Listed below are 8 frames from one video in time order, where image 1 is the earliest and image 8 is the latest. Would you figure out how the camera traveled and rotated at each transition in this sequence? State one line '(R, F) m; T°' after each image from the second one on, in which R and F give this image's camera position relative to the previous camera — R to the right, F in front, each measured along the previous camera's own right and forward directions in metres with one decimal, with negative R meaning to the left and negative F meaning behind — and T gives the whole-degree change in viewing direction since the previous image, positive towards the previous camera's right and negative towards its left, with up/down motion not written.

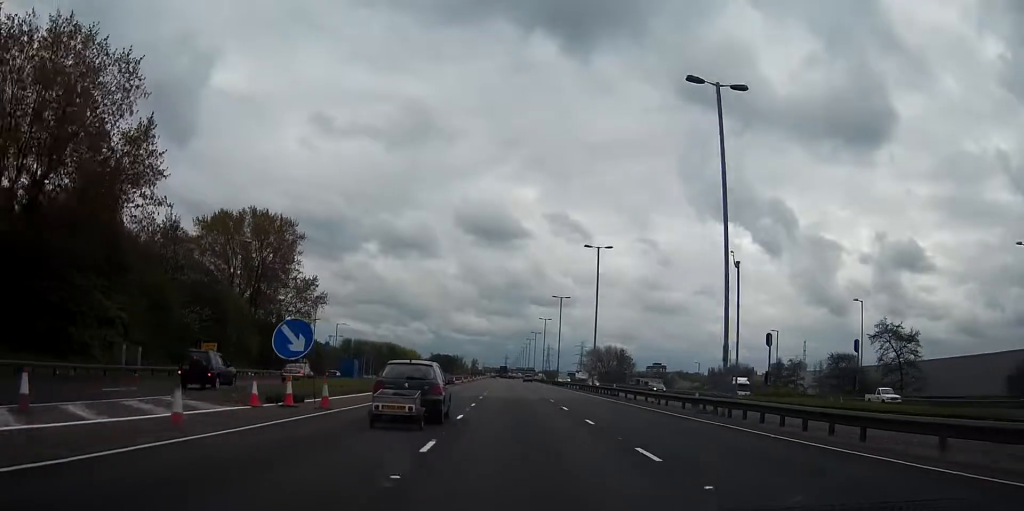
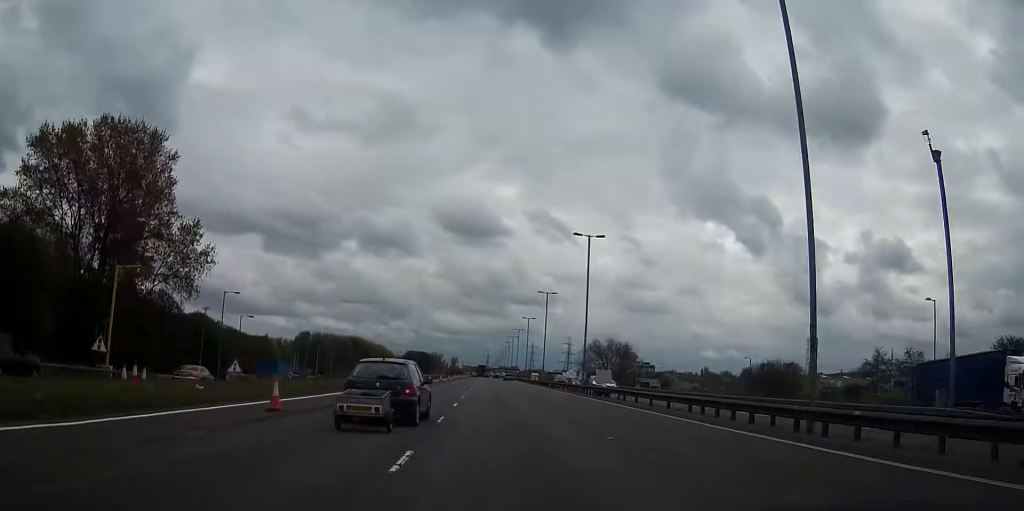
(0.0, +45.1) m; +1°
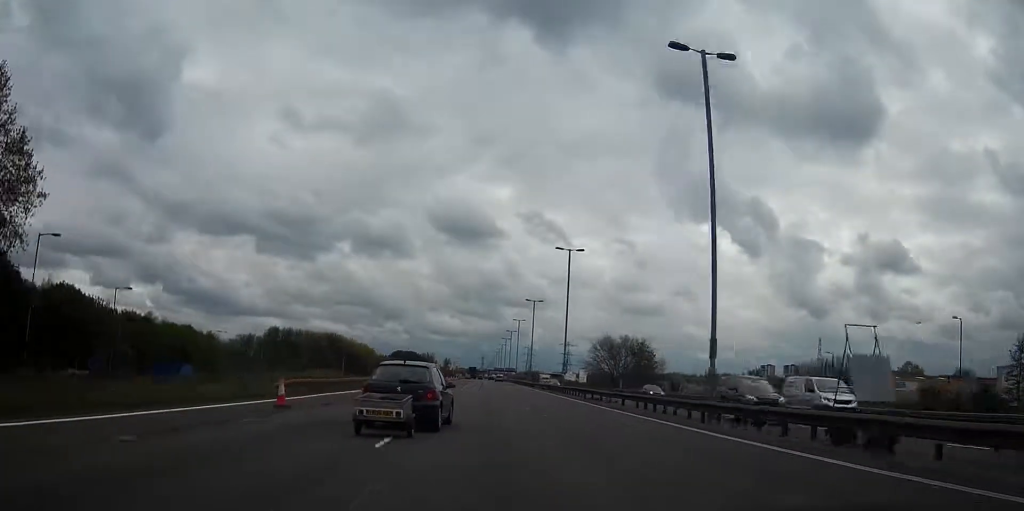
(+0.4, +34.5) m; 0°
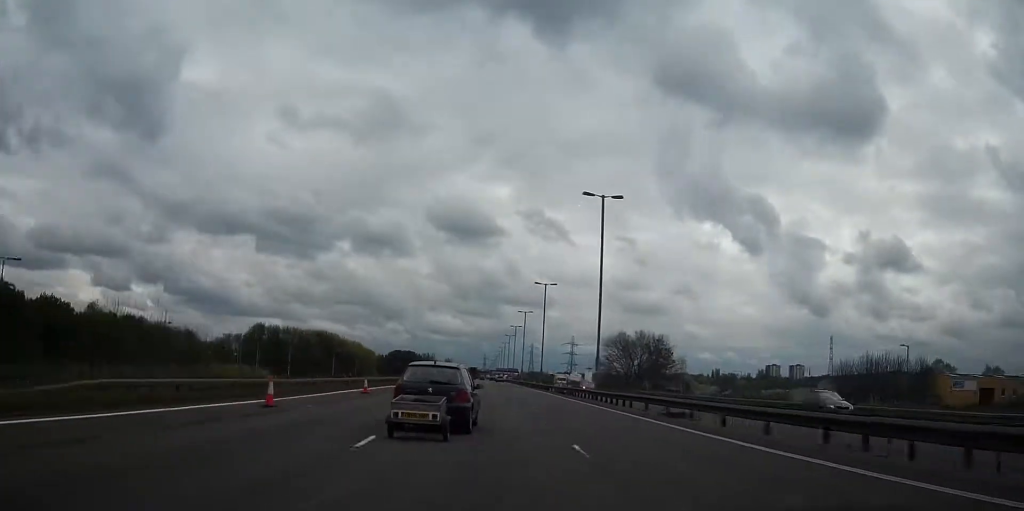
(-0.2, +18.9) m; 0°
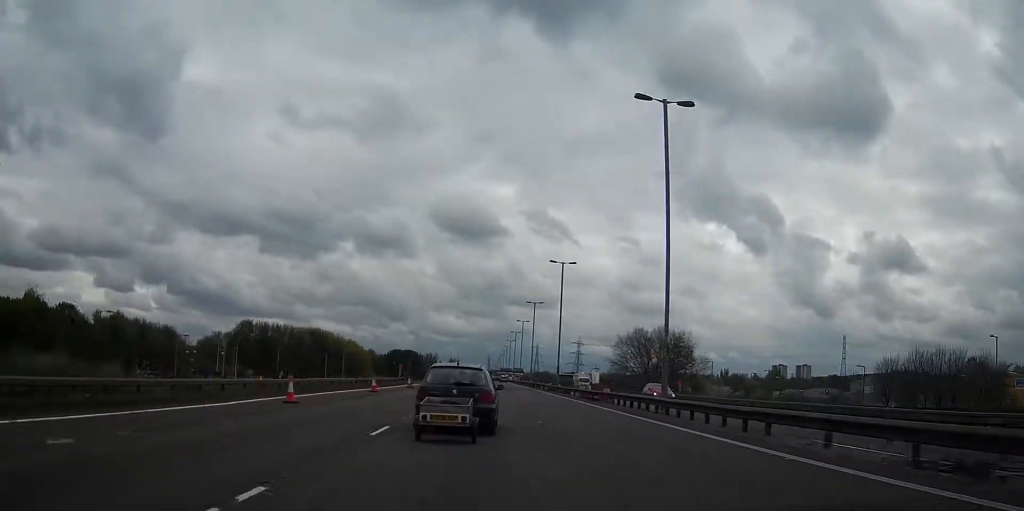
(0.0, +16.3) m; 0°
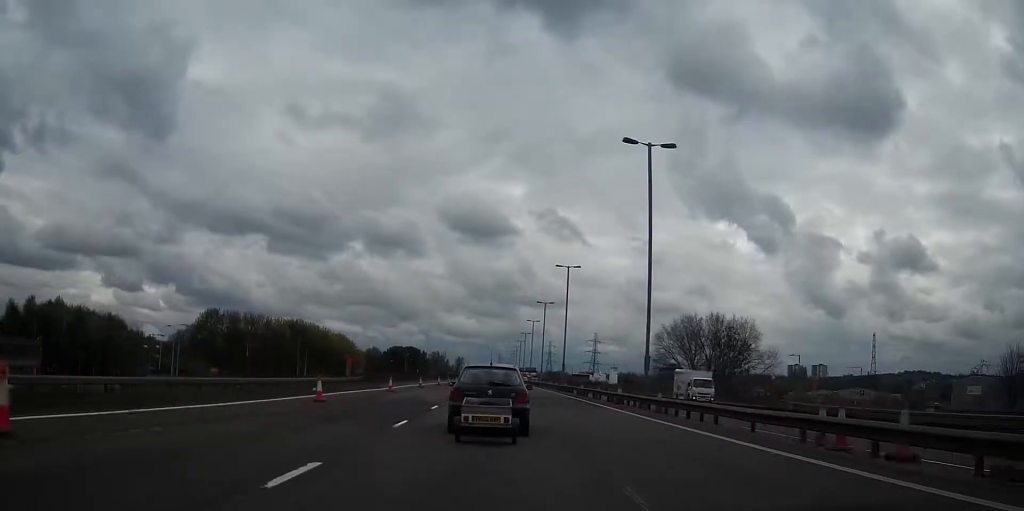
(0.0, +35.3) m; 0°
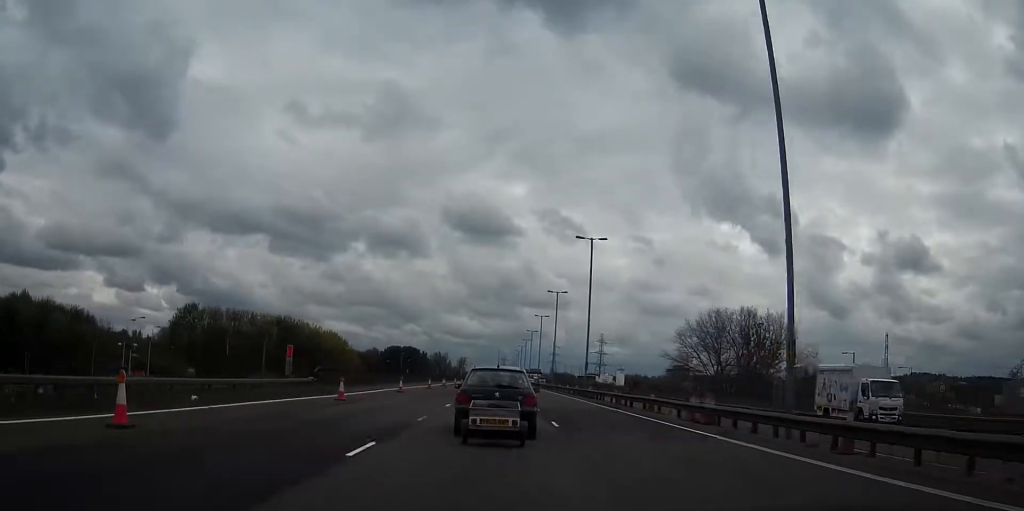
(-0.1, +15.6) m; 0°
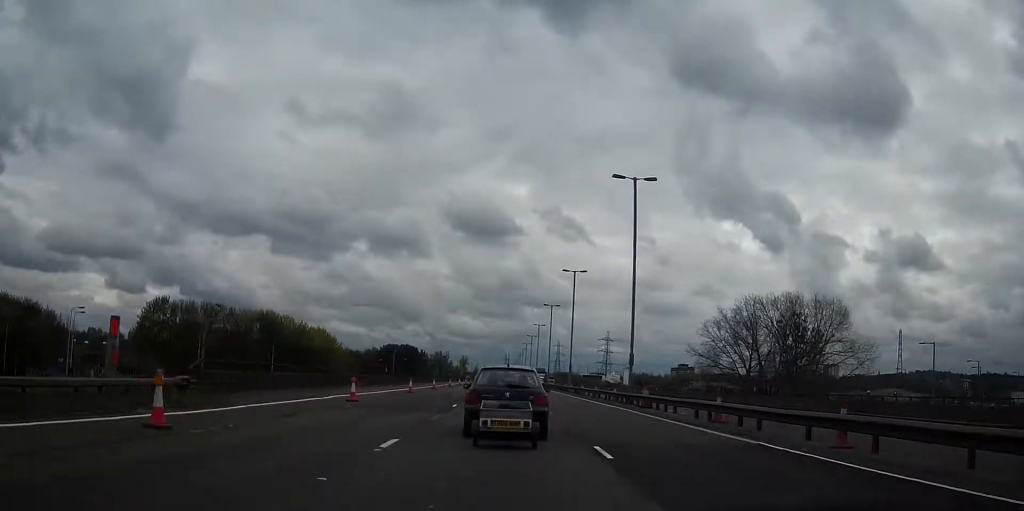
(-0.1, +17.4) m; 0°
